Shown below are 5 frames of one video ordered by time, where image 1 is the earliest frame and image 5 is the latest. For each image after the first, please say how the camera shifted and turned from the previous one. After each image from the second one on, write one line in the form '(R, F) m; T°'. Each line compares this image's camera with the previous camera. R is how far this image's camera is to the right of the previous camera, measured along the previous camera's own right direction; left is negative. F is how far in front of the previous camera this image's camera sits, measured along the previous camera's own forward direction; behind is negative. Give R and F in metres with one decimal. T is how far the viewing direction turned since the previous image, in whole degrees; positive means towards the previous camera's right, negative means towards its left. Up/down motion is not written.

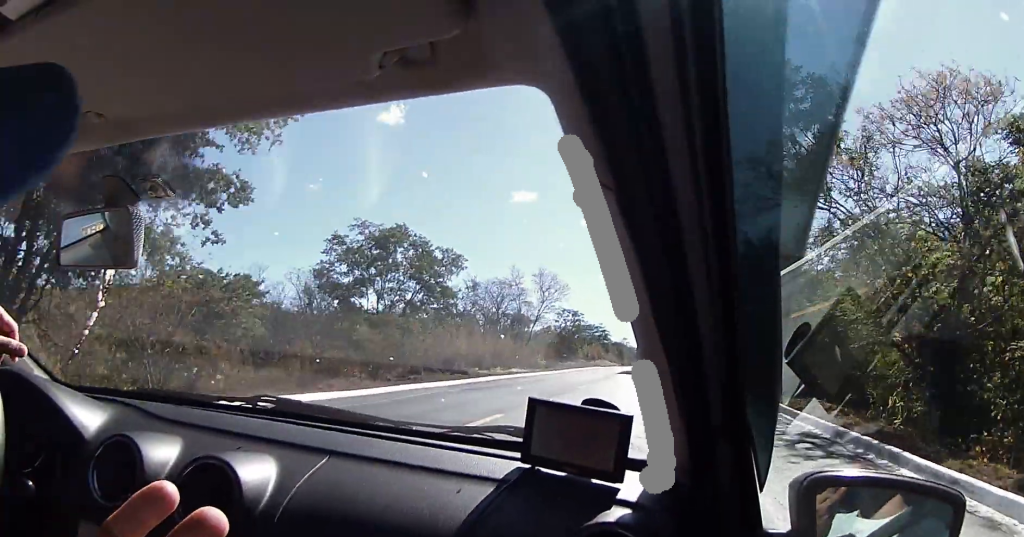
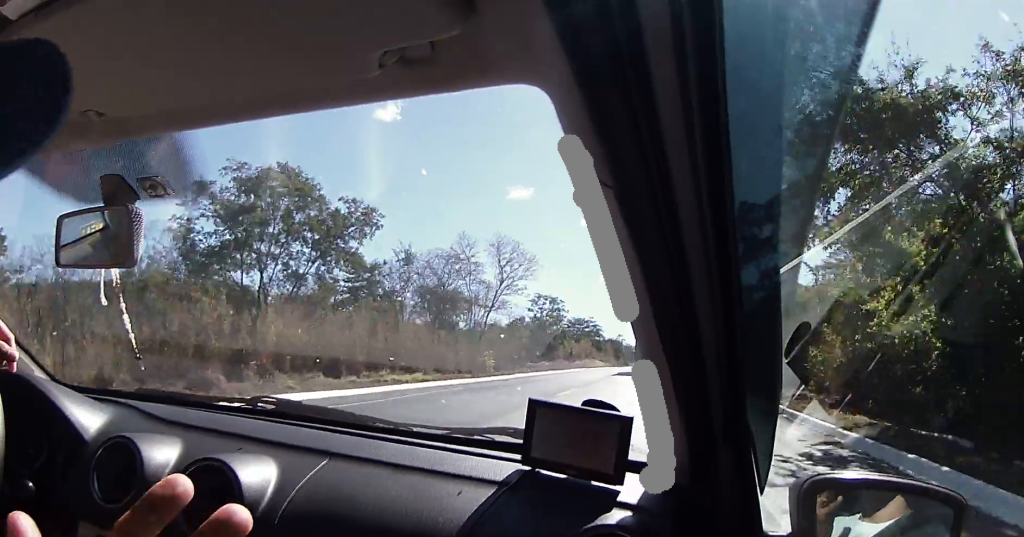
(+0.1, +20.9) m; 0°
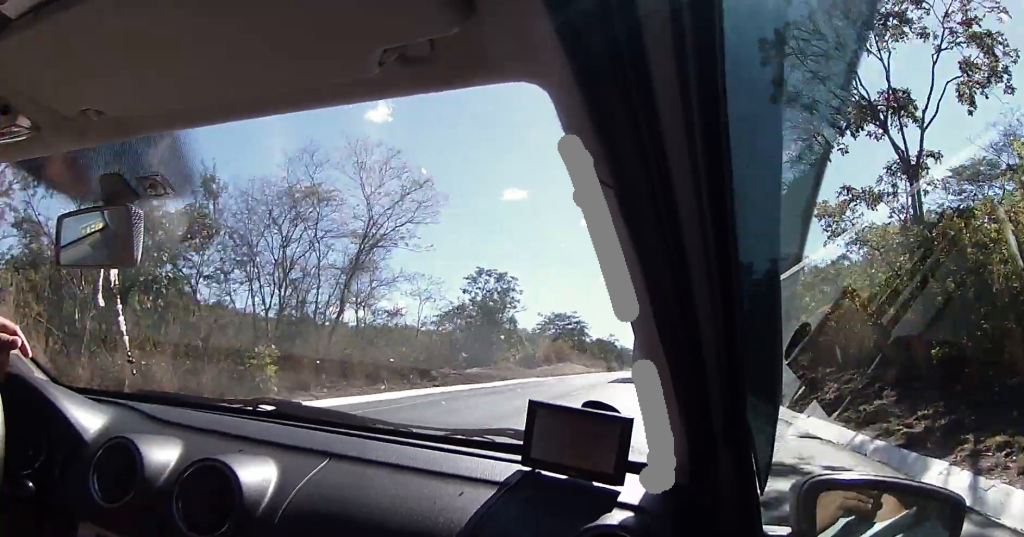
(+0.2, +28.0) m; 0°
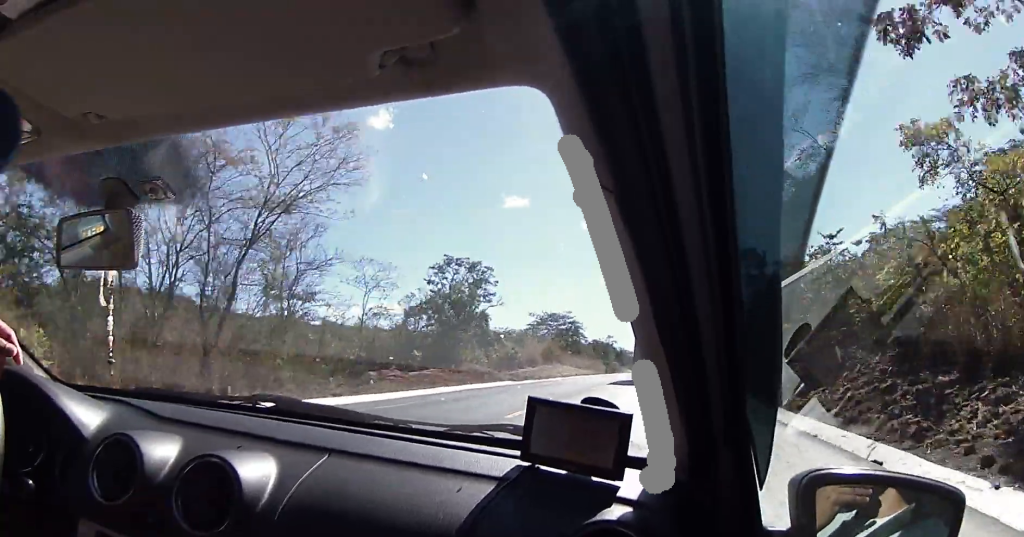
(0.0, +9.5) m; 0°
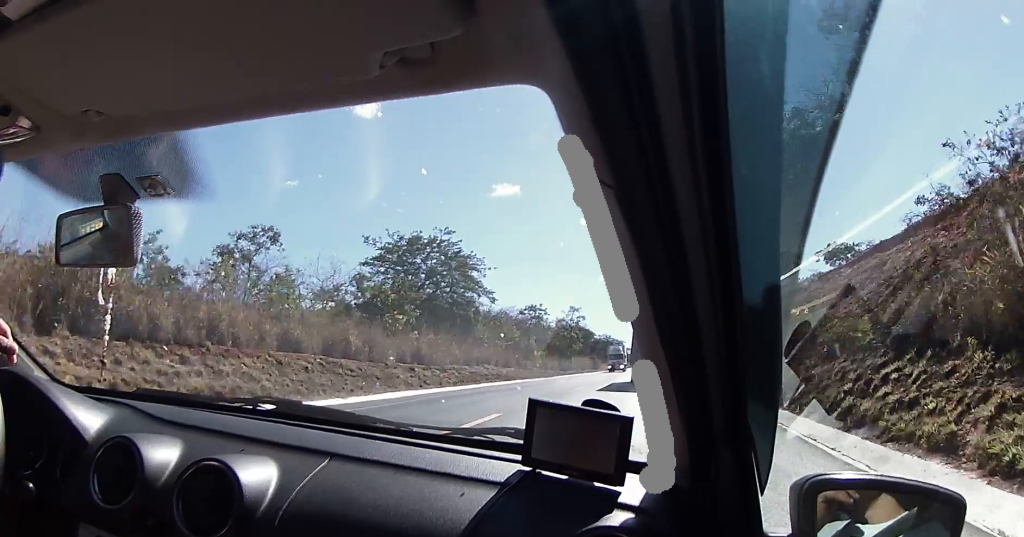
(-0.3, +66.4) m; +1°
